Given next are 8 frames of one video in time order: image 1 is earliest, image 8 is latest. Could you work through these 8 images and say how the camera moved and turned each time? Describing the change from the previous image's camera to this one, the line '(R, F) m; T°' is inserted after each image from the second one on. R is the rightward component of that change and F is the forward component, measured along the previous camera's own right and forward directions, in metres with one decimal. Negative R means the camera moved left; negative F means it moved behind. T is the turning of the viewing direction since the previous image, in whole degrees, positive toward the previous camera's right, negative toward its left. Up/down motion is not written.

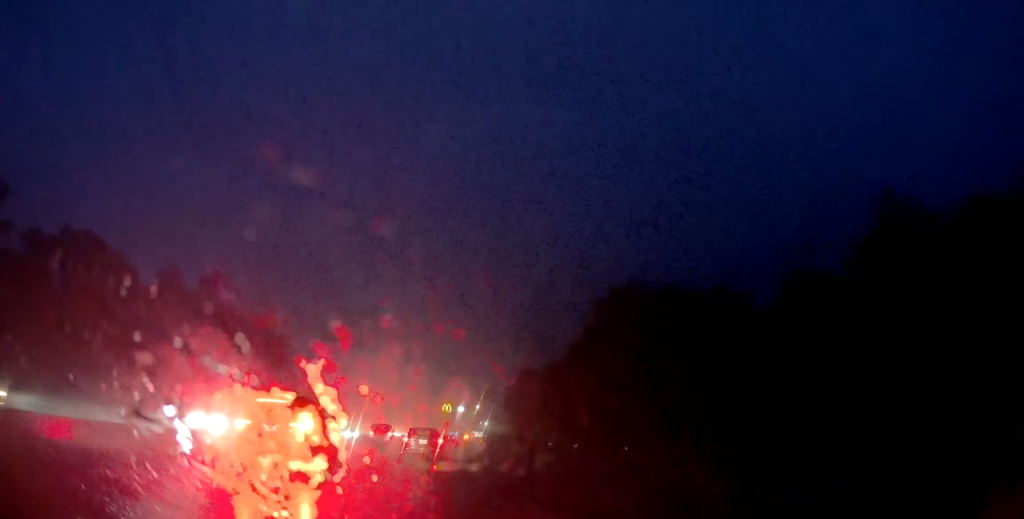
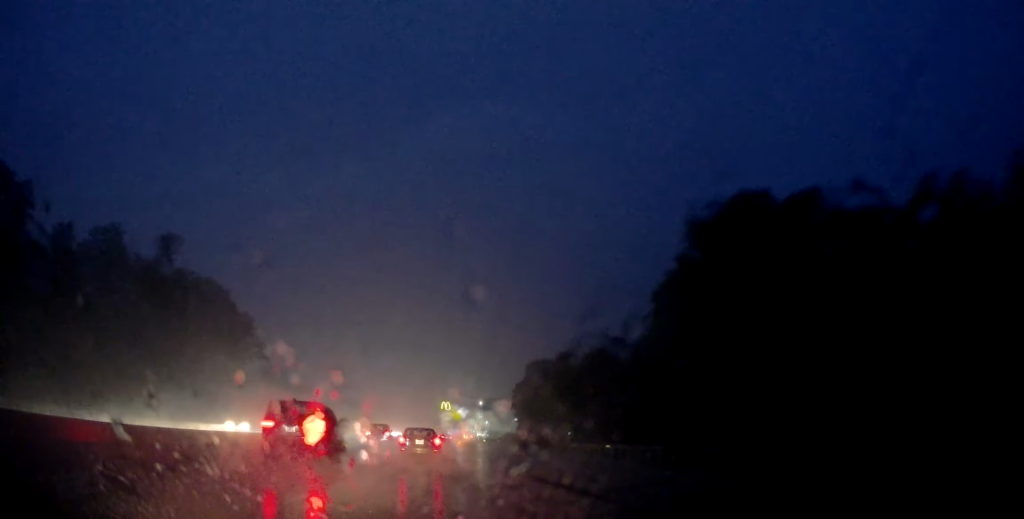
(-0.6, +18.8) m; -1°
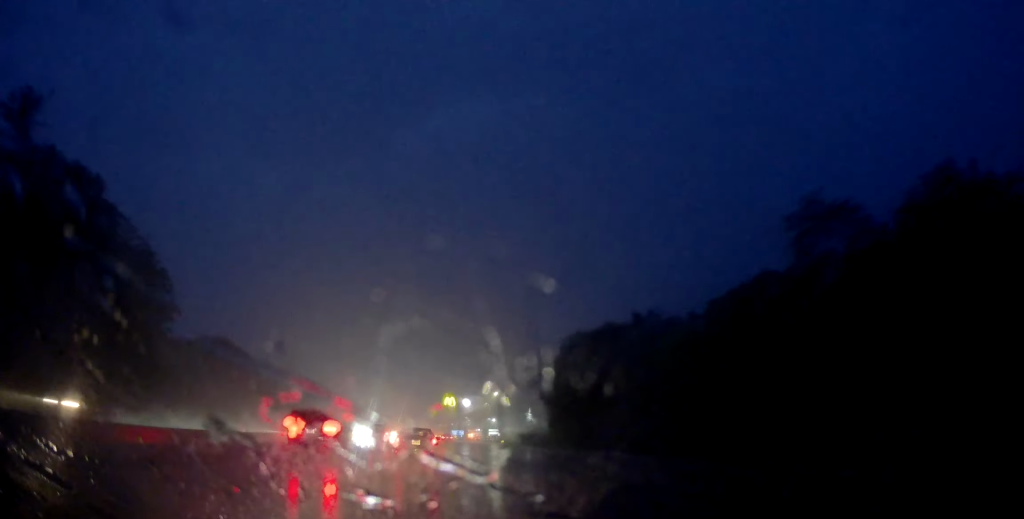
(+1.0, +39.6) m; +1°
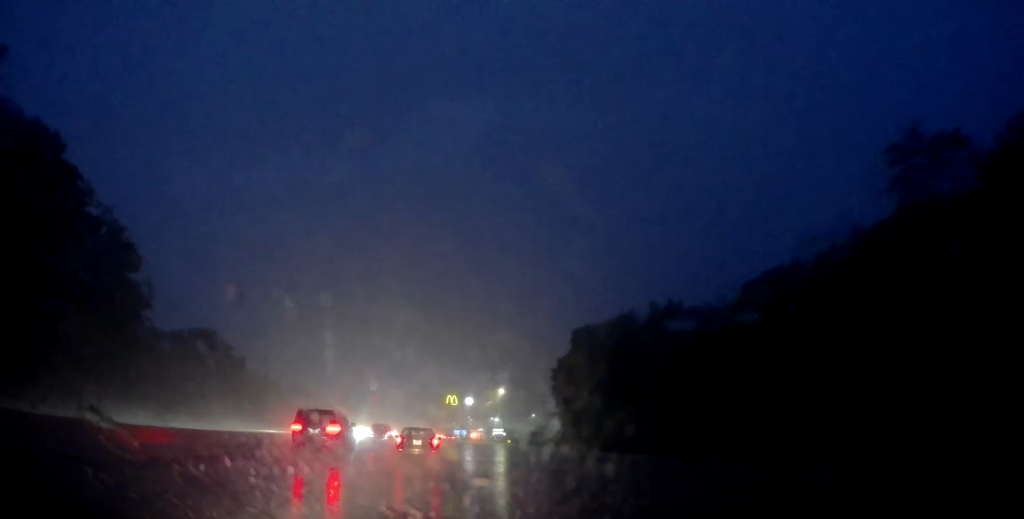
(0.0, +8.2) m; -1°
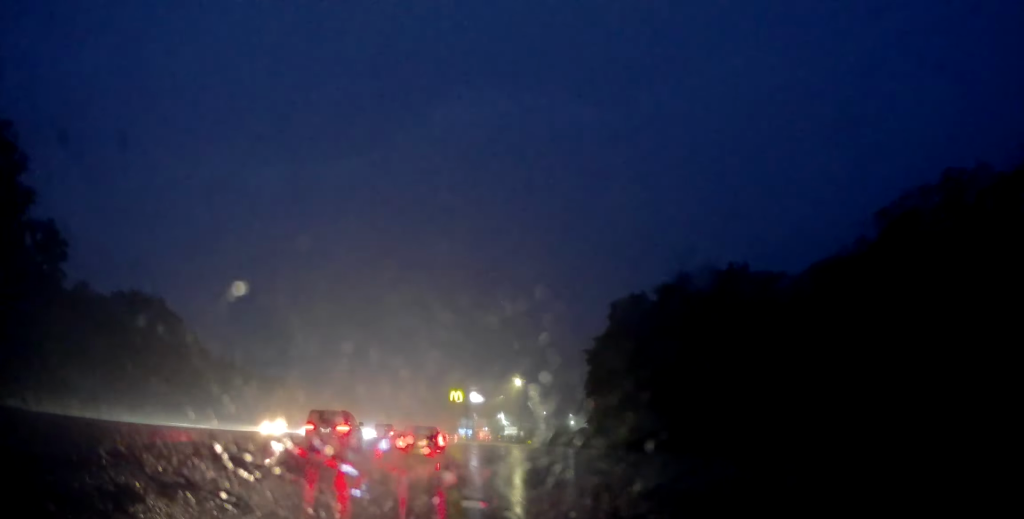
(-0.9, +22.4) m; -1°
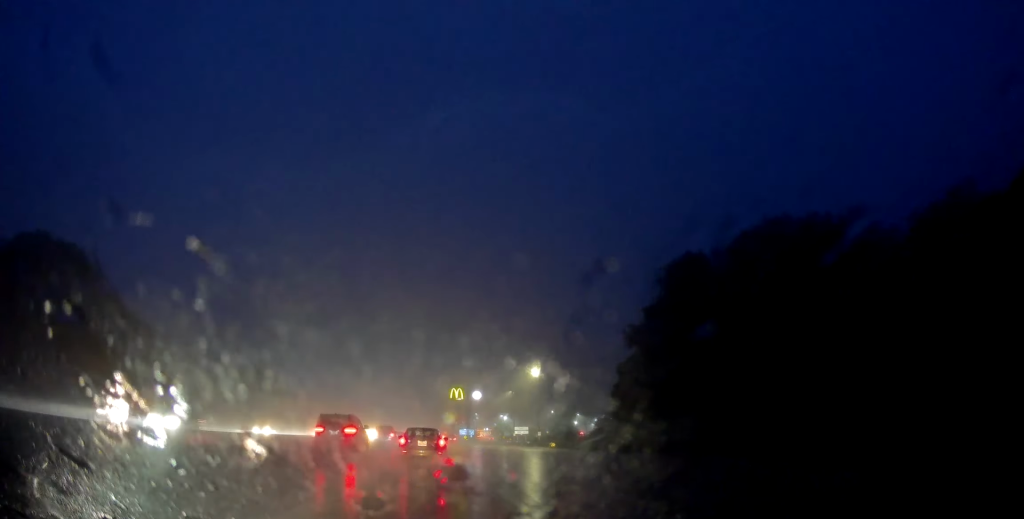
(+0.5, +20.1) m; +1°
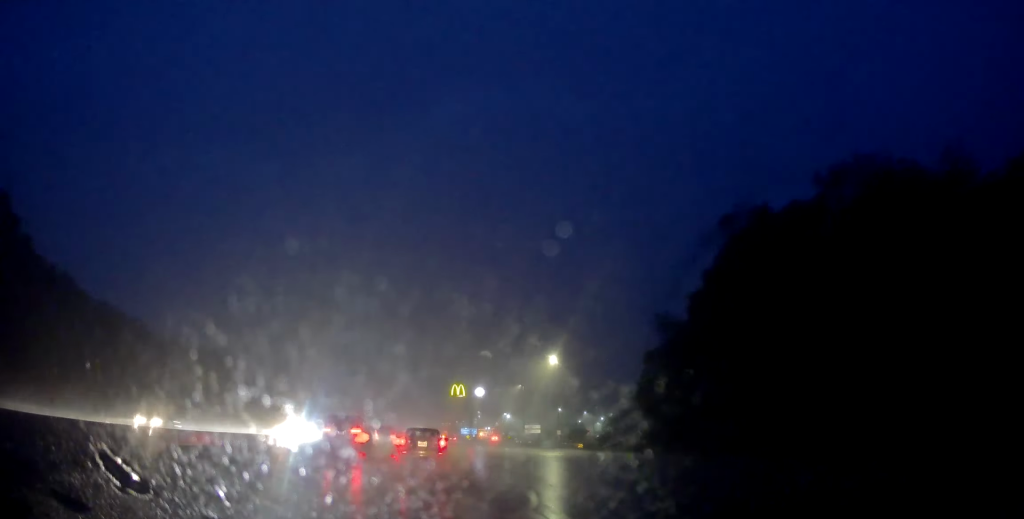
(+0.3, +14.7) m; -1°
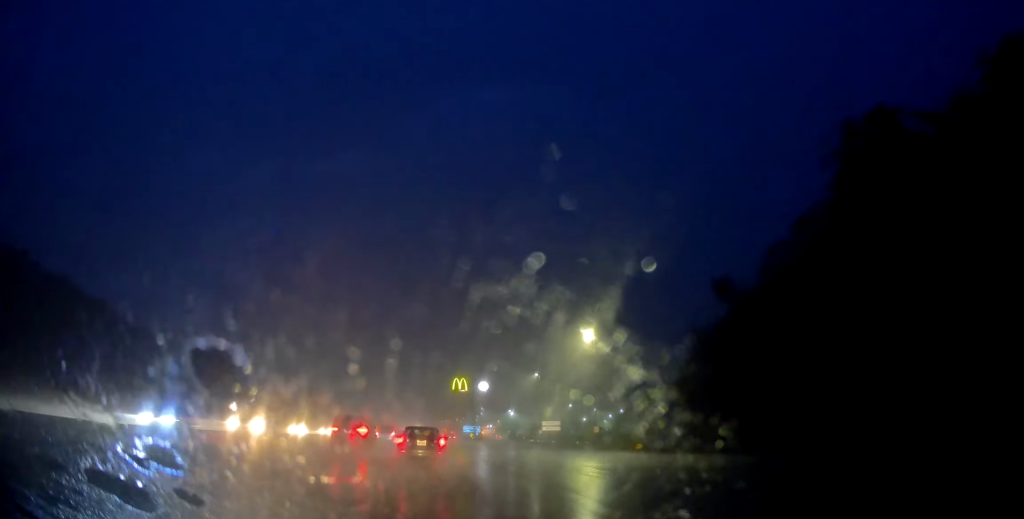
(-0.8, +18.8) m; +1°
